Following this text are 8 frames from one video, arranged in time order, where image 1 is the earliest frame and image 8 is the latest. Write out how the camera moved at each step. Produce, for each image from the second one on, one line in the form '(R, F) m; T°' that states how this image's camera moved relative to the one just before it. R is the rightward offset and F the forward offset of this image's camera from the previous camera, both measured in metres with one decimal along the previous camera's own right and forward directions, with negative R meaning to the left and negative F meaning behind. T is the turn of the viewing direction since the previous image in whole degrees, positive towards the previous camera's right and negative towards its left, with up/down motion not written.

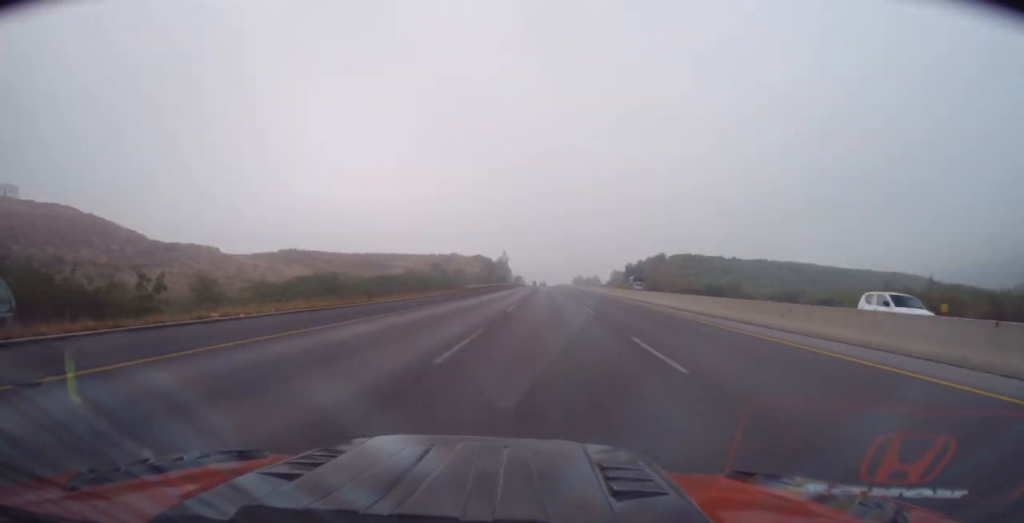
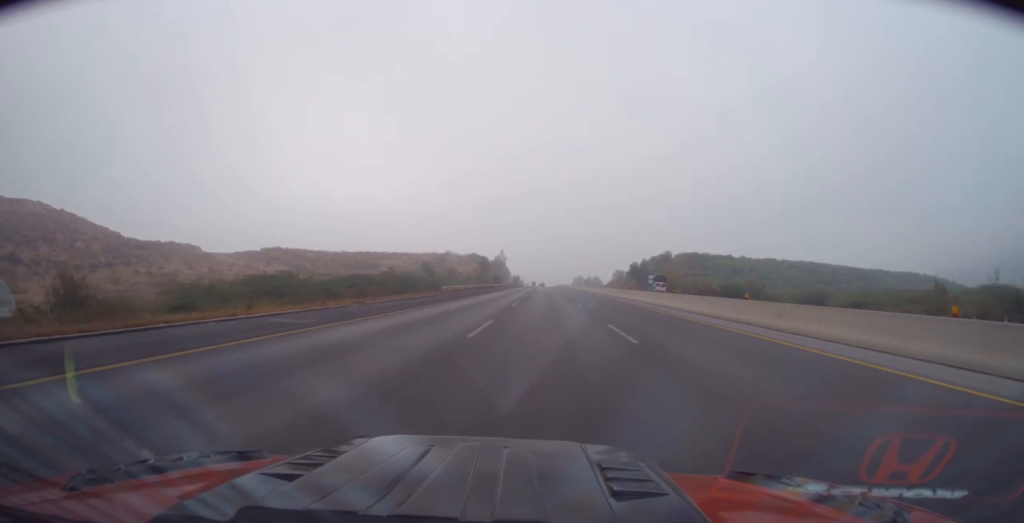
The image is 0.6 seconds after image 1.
(+0.1, +13.5) m; 0°
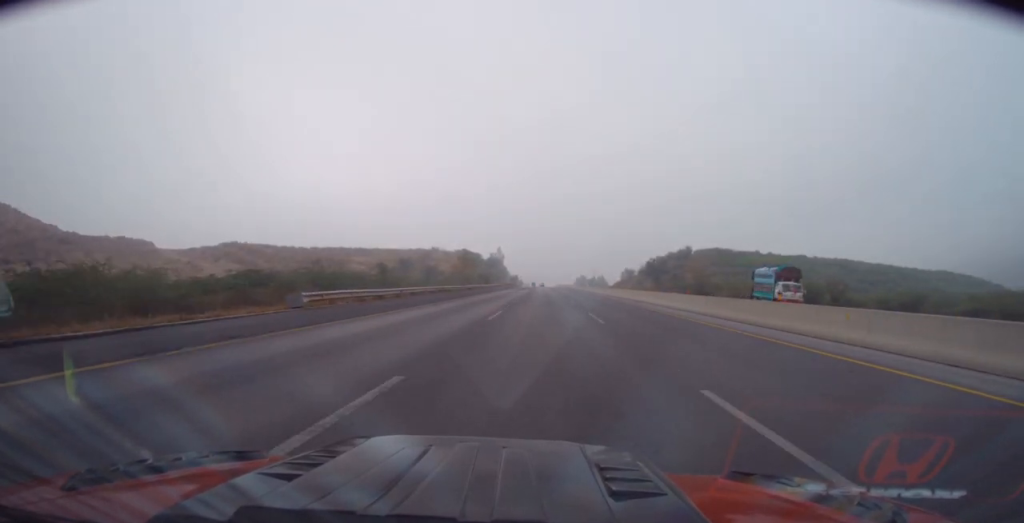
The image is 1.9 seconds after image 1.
(+0.3, +30.0) m; 0°
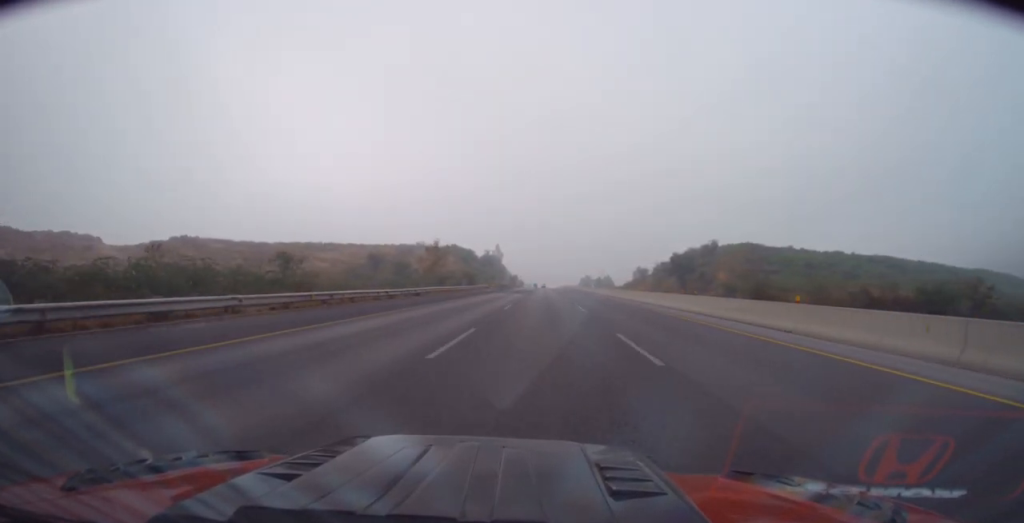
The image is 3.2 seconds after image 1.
(-0.4, +27.9) m; -1°
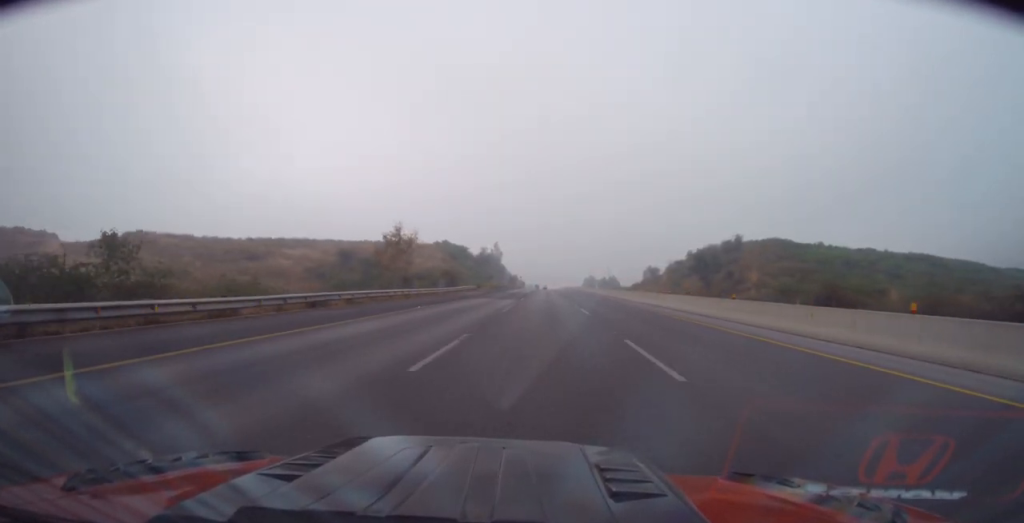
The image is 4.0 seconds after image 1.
(-0.1, +19.6) m; 0°
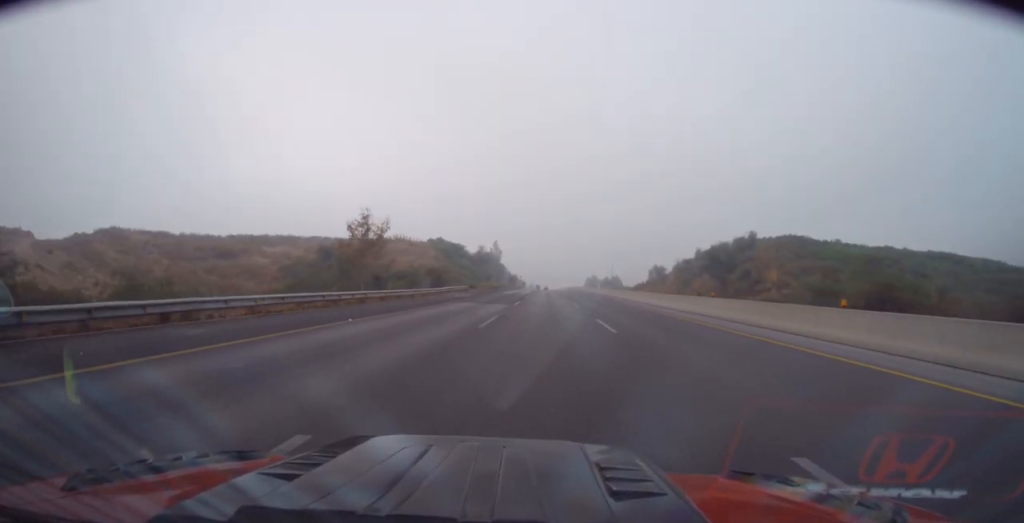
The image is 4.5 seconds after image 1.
(0.0, +9.8) m; 0°
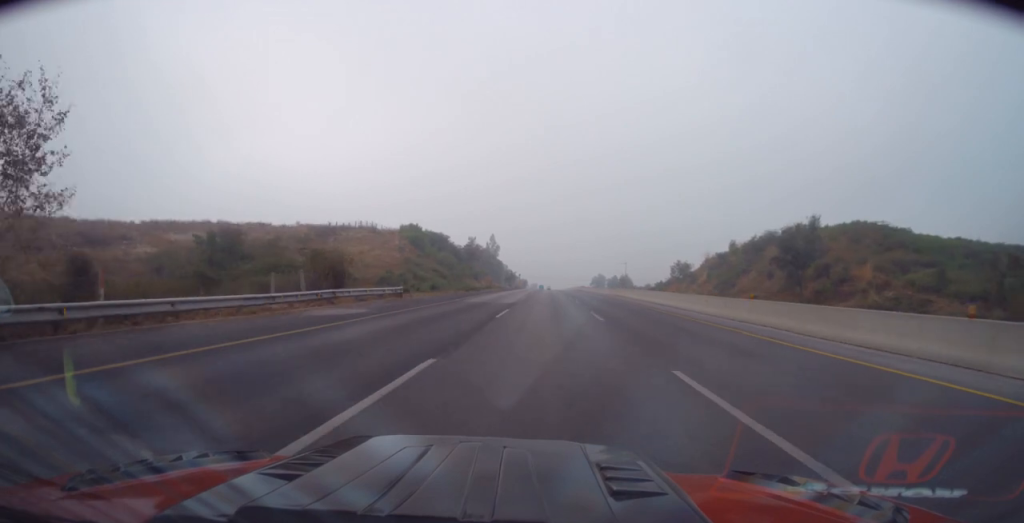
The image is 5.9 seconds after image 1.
(+0.1, +31.3) m; +1°
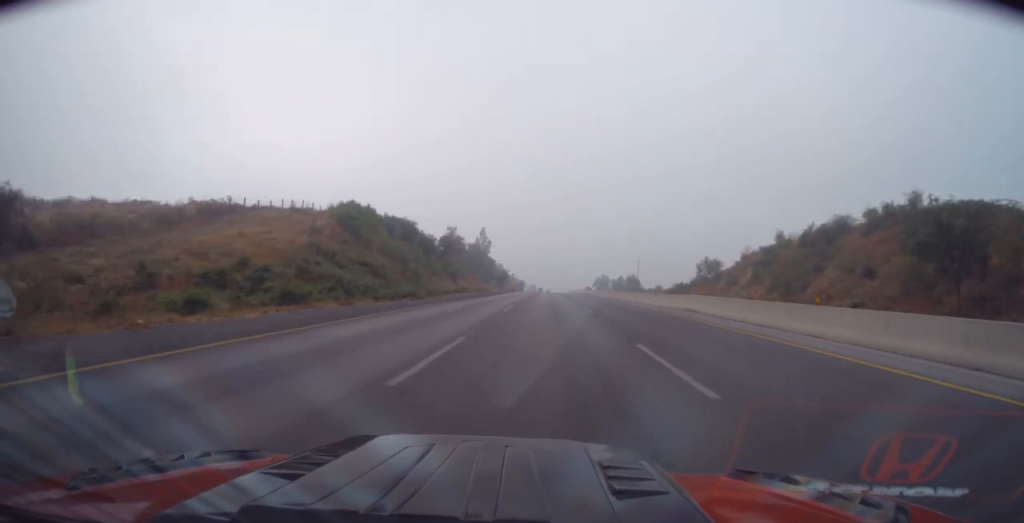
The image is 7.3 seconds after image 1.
(+0.3, +32.1) m; 0°
